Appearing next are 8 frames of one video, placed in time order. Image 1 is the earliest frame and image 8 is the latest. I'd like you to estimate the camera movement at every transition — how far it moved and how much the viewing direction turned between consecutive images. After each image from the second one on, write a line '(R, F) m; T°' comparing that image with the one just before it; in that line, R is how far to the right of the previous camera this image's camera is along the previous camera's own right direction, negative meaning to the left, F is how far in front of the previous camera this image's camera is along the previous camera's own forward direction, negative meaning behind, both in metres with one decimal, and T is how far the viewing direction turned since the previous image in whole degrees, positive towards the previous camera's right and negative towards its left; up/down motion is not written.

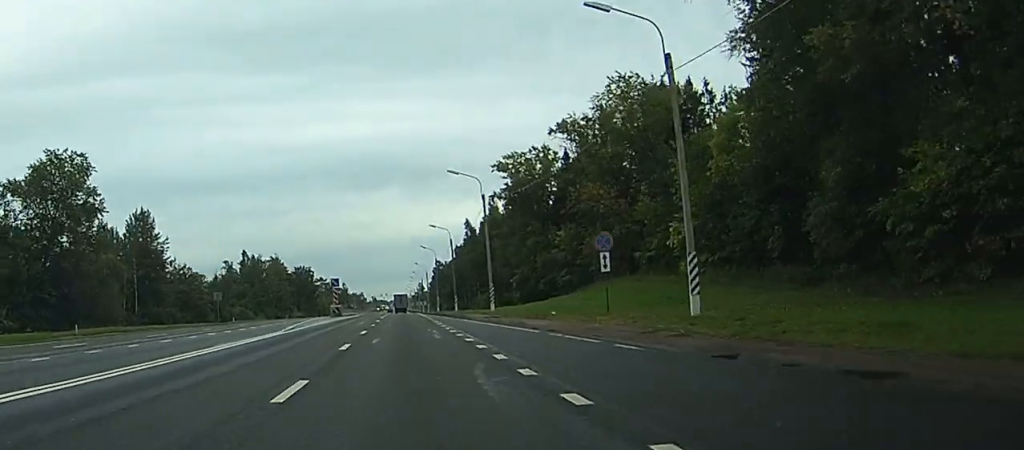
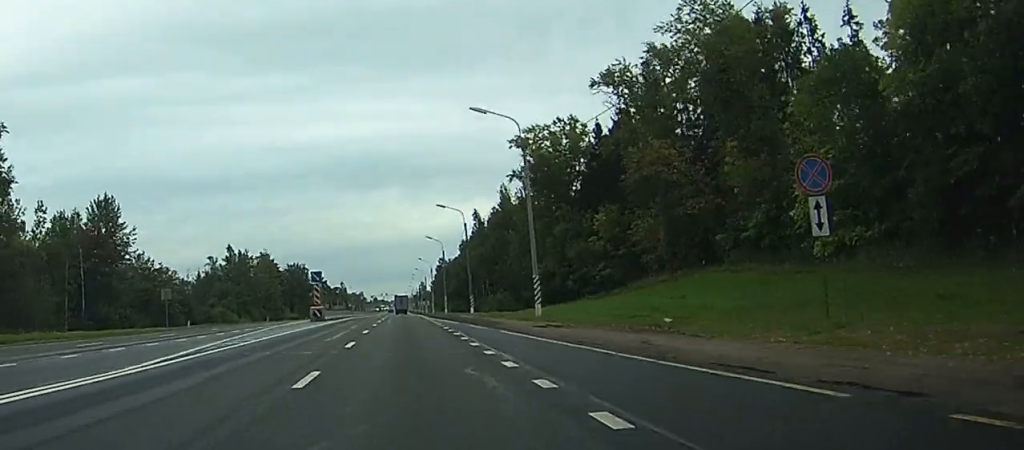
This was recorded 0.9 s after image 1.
(-0.1, +21.5) m; 0°
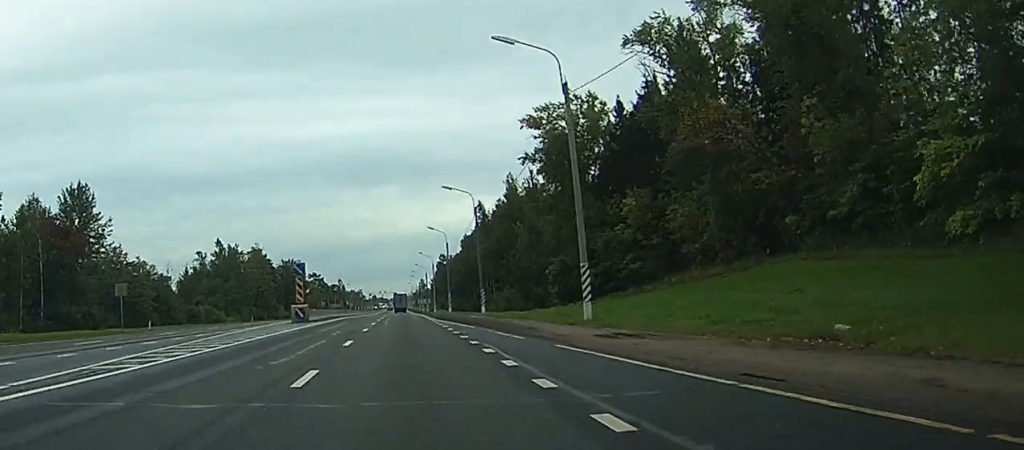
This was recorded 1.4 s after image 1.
(+0.1, +11.9) m; 0°
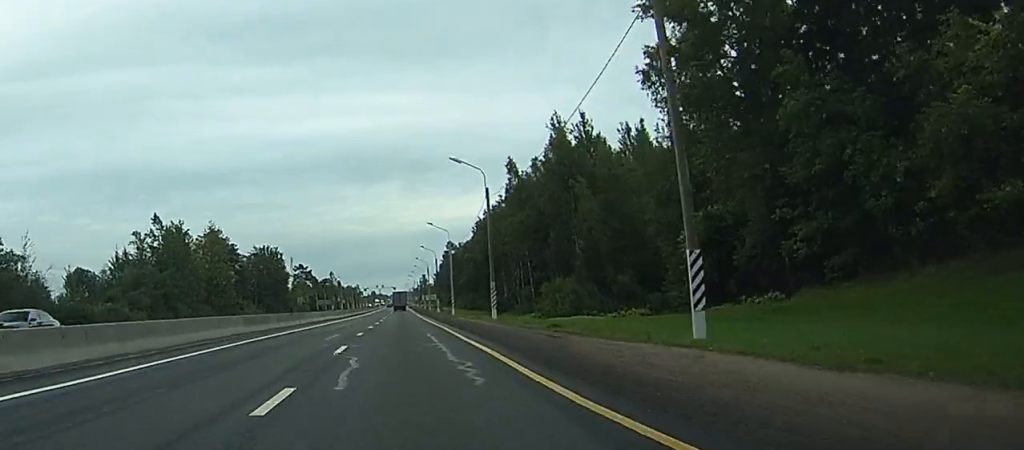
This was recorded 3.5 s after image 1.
(-0.4, +51.1) m; -1°
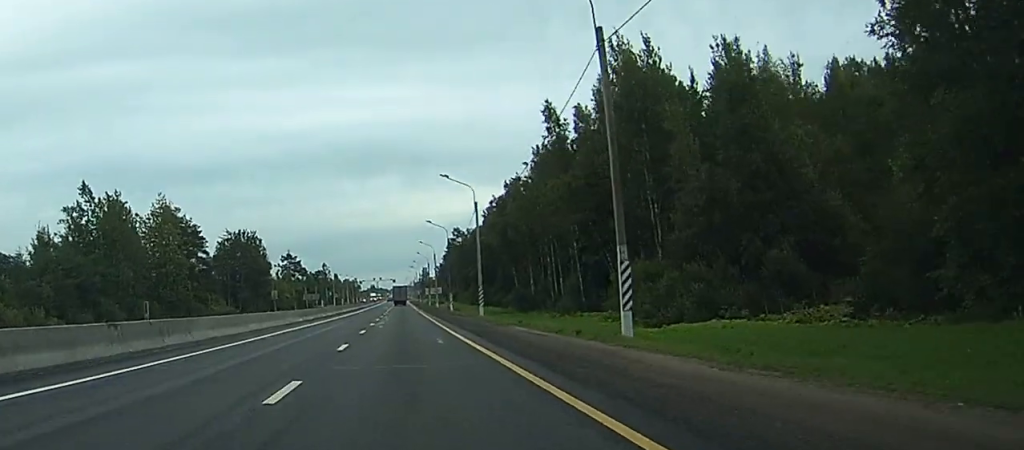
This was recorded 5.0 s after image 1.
(+0.1, +34.4) m; 0°
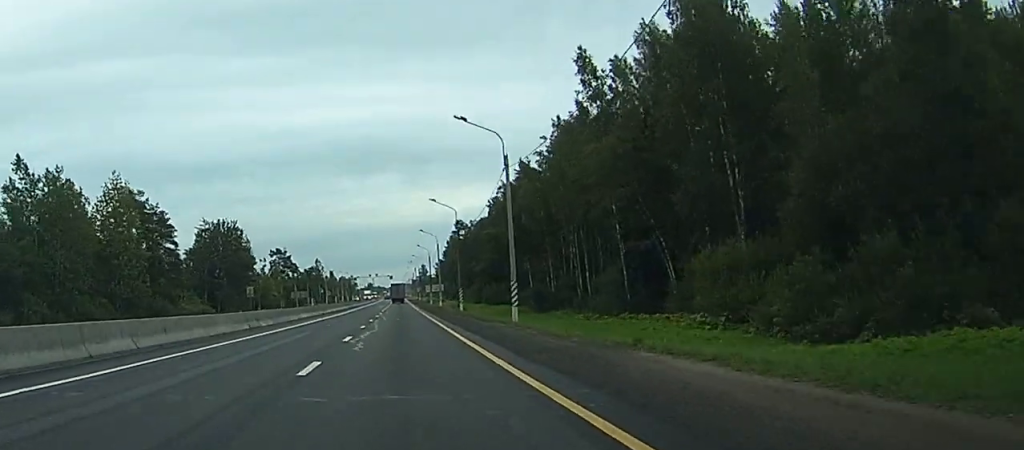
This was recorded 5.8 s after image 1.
(+0.1, +20.0) m; 0°
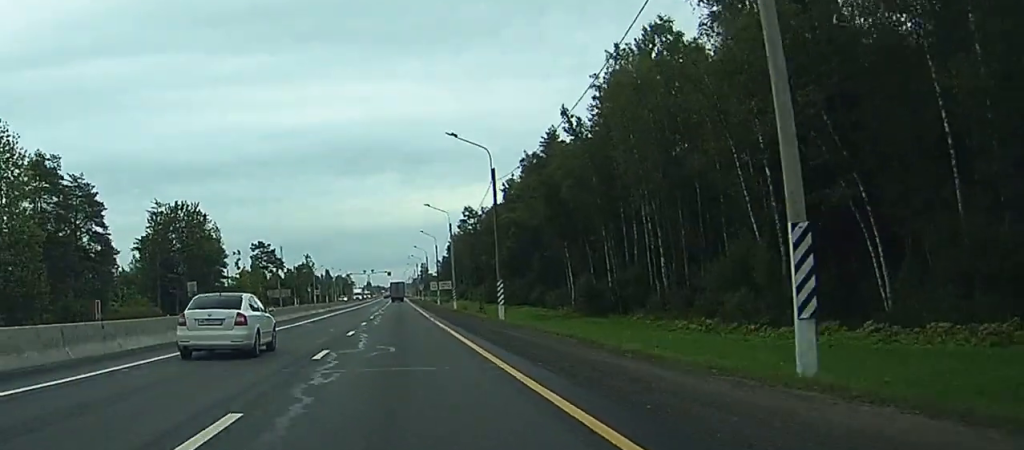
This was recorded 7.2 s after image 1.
(+0.1, +32.7) m; 0°
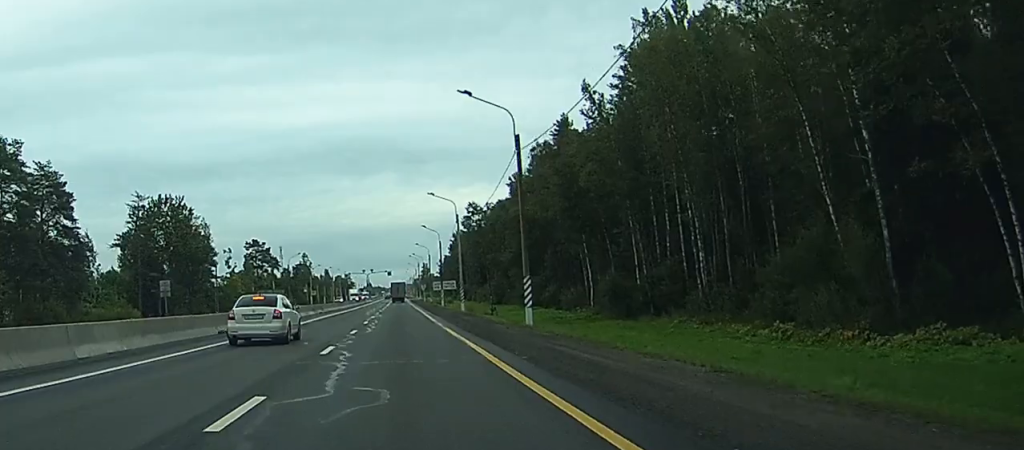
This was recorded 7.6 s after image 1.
(+0.1, +10.3) m; 0°
